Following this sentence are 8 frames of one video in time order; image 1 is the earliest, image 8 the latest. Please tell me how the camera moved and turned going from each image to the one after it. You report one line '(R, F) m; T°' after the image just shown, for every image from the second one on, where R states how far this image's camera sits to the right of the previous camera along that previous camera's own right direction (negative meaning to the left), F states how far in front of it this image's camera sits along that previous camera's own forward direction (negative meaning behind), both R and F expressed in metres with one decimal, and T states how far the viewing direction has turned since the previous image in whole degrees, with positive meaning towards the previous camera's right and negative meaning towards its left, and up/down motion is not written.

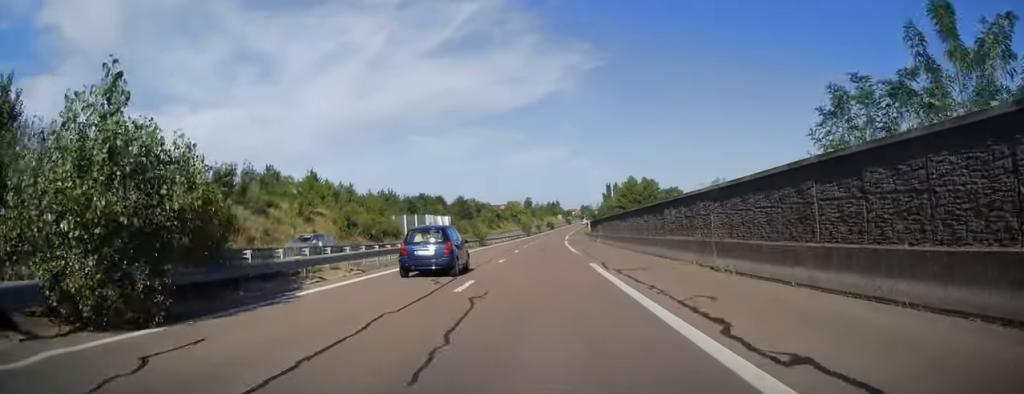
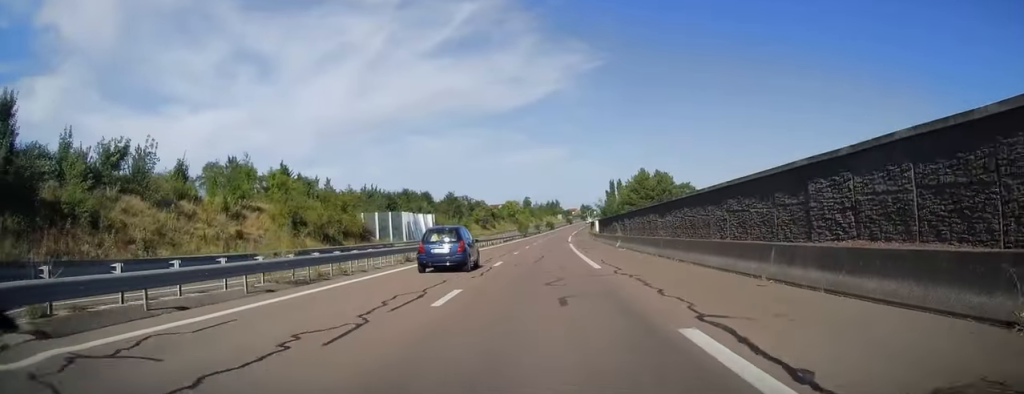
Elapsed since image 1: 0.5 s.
(0.0, +15.7) m; 0°
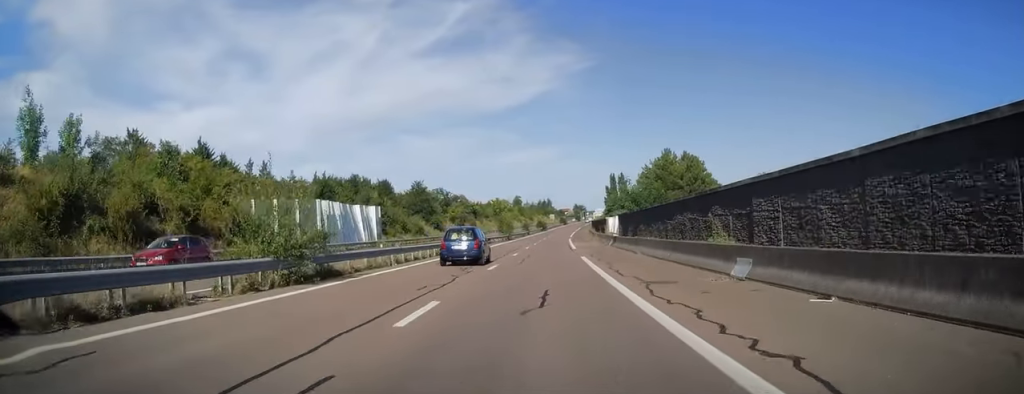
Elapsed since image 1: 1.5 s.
(+0.4, +28.4) m; +1°
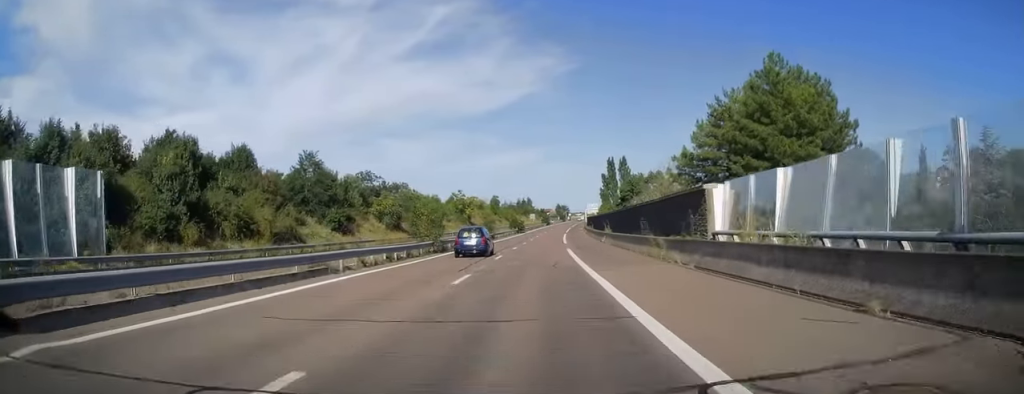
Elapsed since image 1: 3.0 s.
(0.0, +45.2) m; +1°
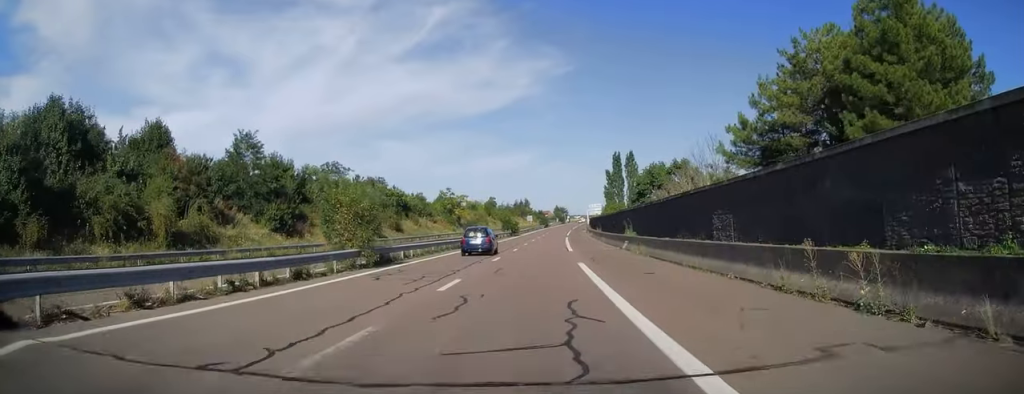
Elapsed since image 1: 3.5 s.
(0.0, +14.7) m; +1°
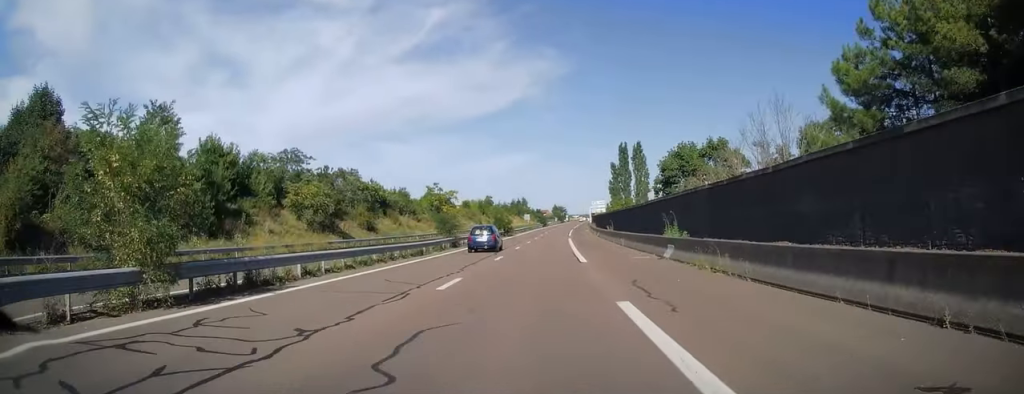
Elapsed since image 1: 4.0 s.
(+0.1, +13.2) m; +1°
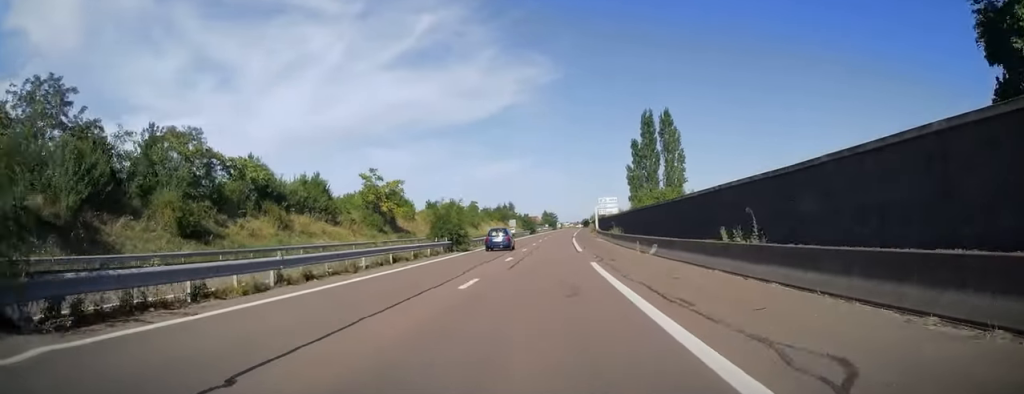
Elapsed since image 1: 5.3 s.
(+0.7, +38.0) m; +1°
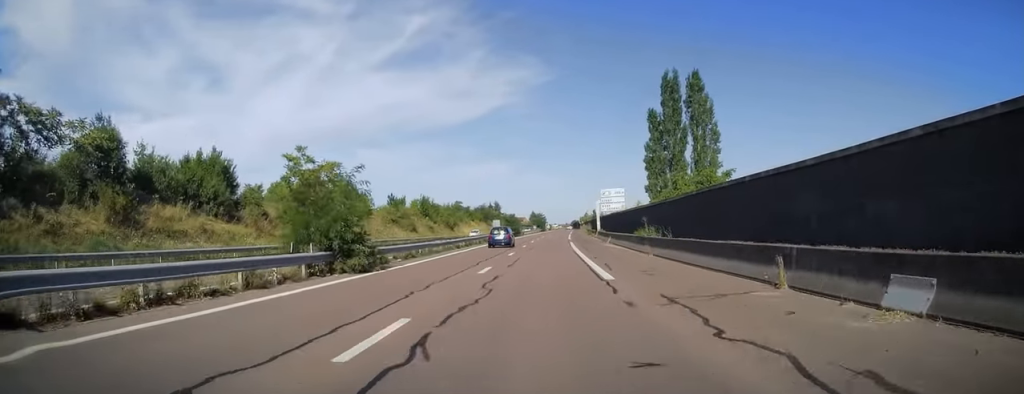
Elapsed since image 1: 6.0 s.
(0.0, +21.4) m; +1°
